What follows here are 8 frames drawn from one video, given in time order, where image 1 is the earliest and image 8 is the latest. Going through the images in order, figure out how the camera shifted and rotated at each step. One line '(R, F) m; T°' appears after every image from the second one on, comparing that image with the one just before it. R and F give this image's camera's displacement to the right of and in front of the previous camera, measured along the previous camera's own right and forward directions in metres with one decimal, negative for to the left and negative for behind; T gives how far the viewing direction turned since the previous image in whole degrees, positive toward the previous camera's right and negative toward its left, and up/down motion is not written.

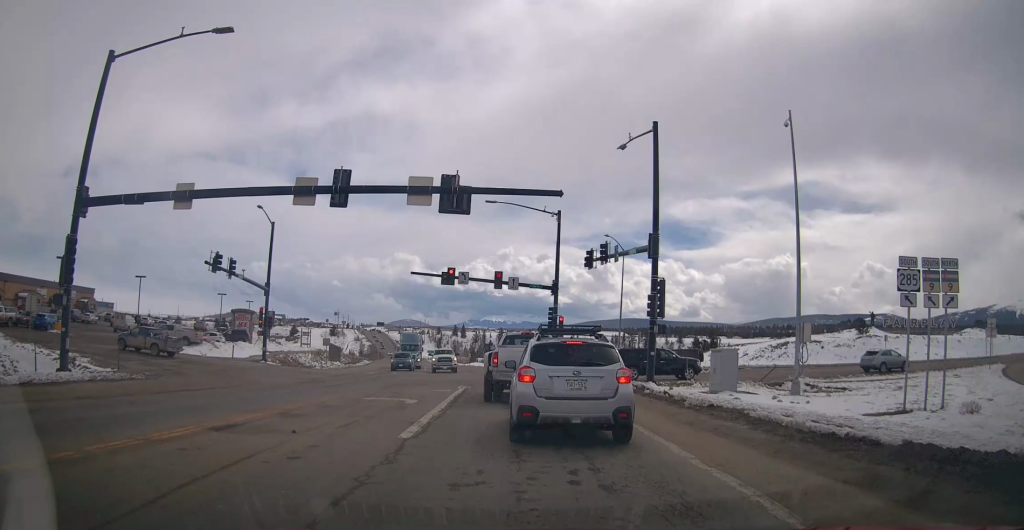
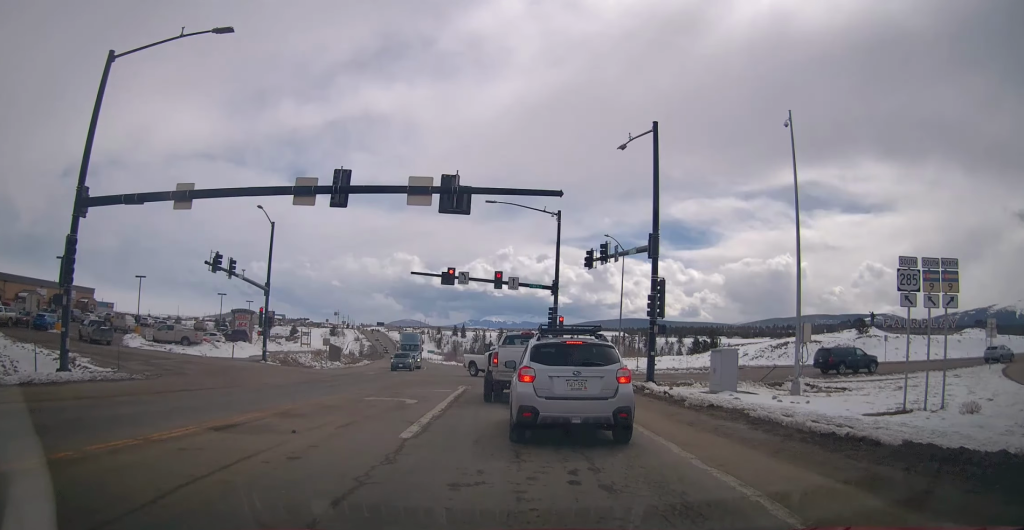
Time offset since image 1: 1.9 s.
(0.0, 0.0) m; 0°
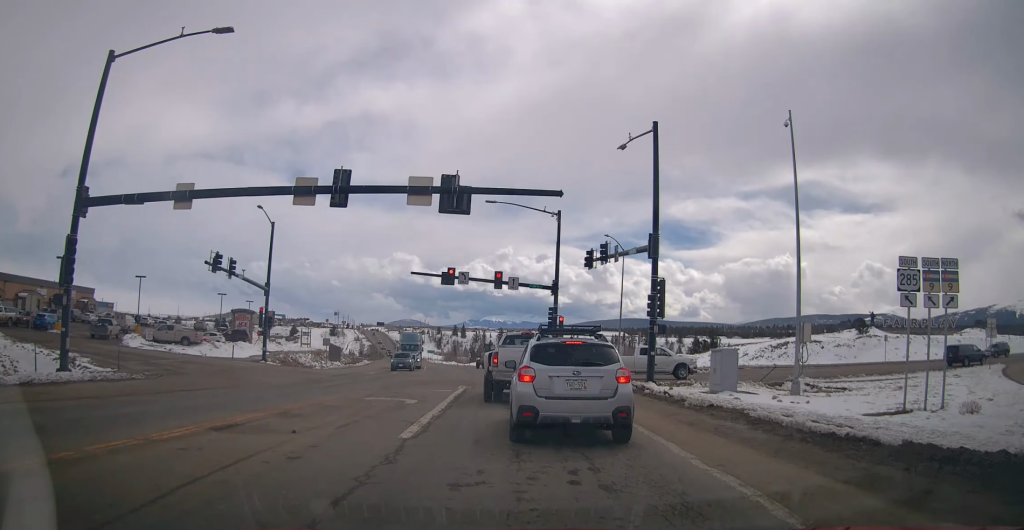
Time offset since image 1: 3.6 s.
(0.0, 0.0) m; 0°
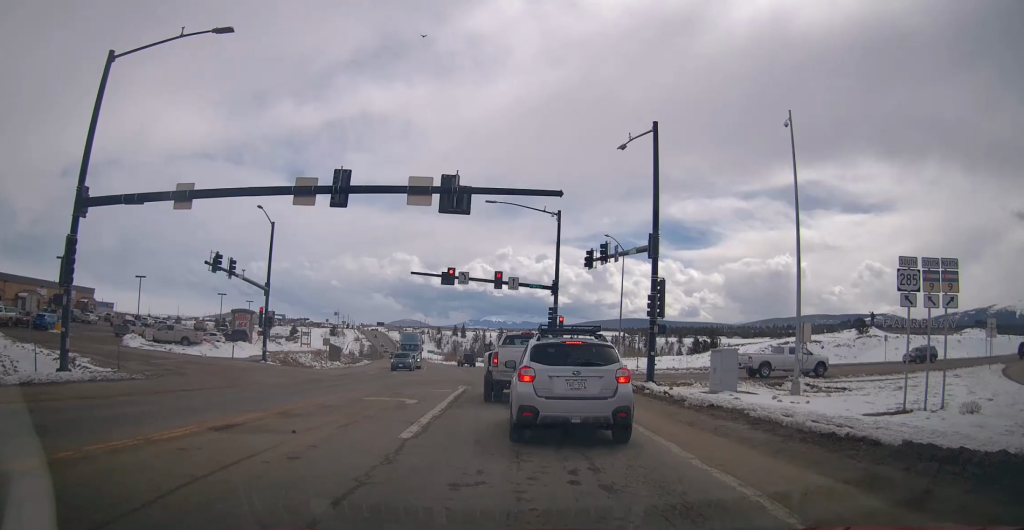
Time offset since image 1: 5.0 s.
(0.0, 0.0) m; 0°
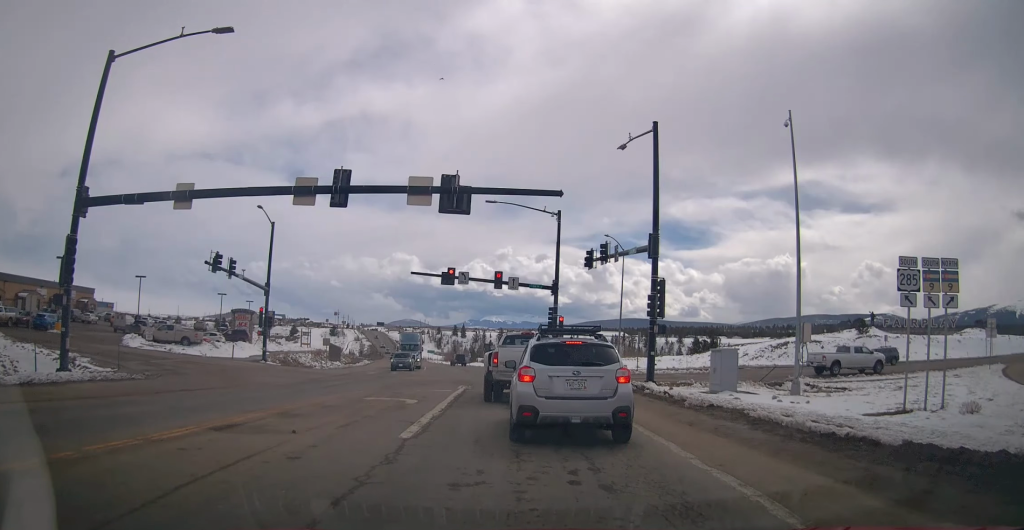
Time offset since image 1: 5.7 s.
(0.0, 0.0) m; 0°
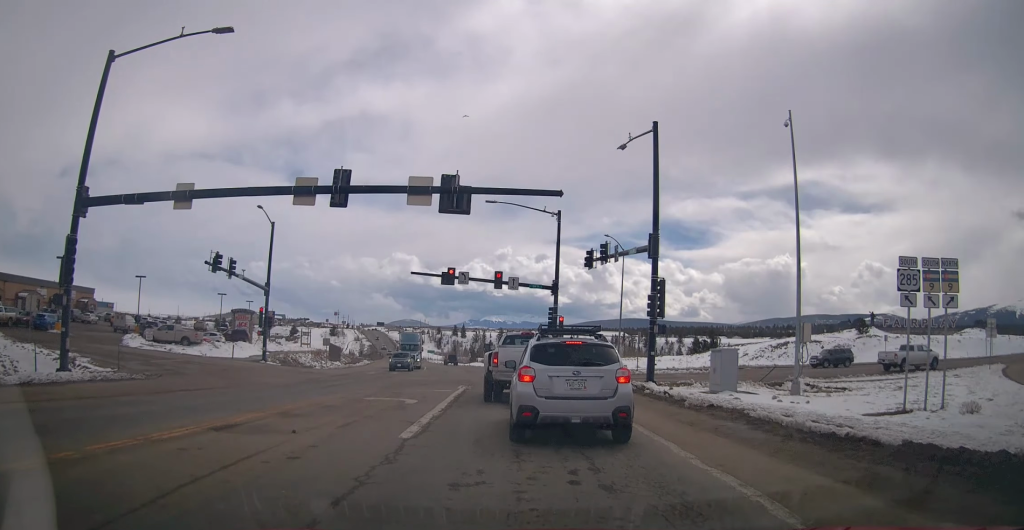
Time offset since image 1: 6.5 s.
(0.0, 0.0) m; 0°
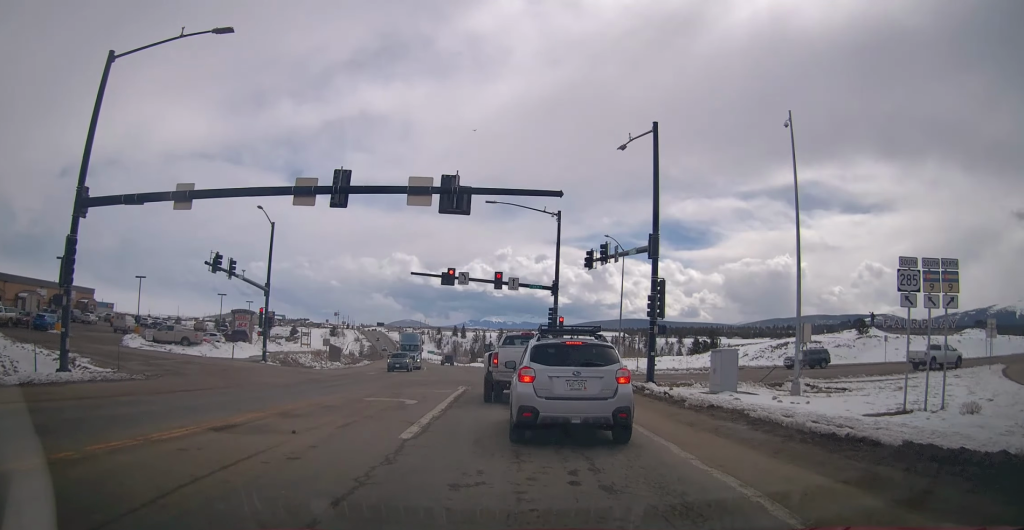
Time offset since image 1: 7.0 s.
(0.0, 0.0) m; 0°
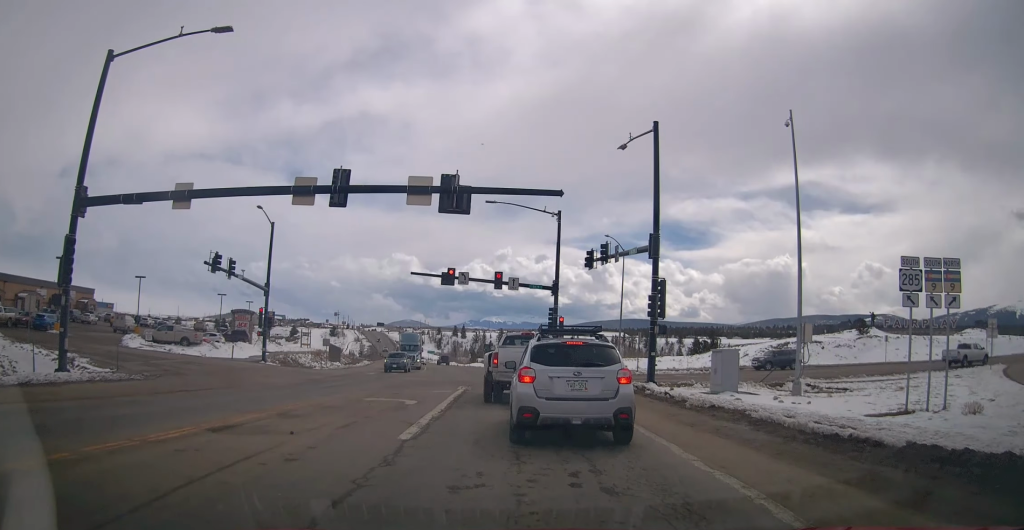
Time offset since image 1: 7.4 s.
(0.0, 0.0) m; 0°
